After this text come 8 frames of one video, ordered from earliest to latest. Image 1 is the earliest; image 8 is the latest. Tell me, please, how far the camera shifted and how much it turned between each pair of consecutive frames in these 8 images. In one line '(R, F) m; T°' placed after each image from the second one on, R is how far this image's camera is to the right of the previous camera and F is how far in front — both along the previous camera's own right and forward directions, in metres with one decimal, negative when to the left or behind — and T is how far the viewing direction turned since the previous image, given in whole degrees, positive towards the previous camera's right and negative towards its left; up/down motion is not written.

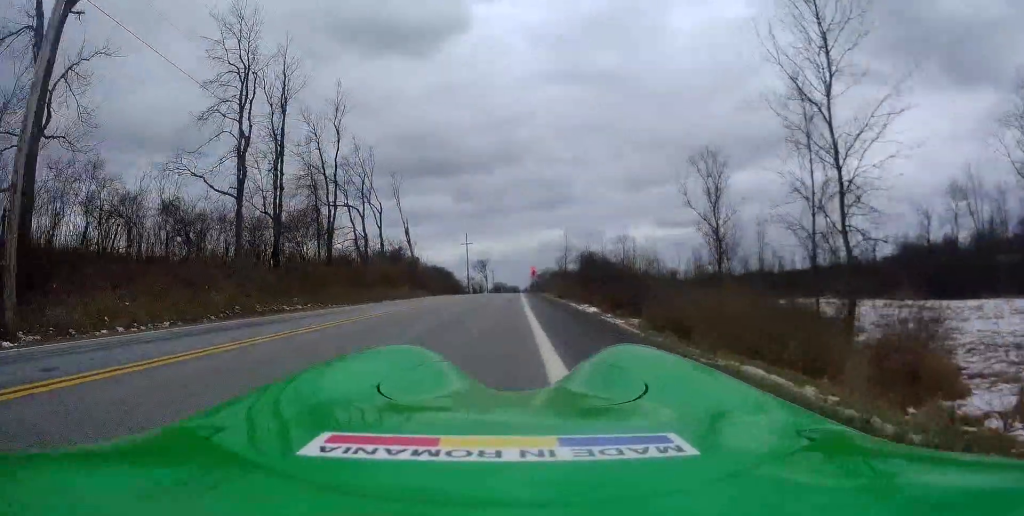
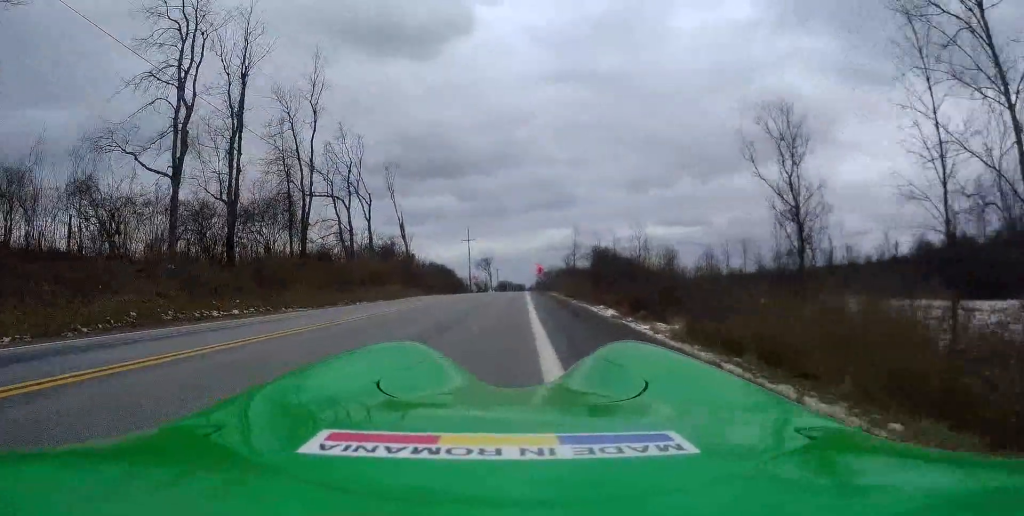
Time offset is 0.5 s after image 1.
(-0.2, +6.8) m; 0°
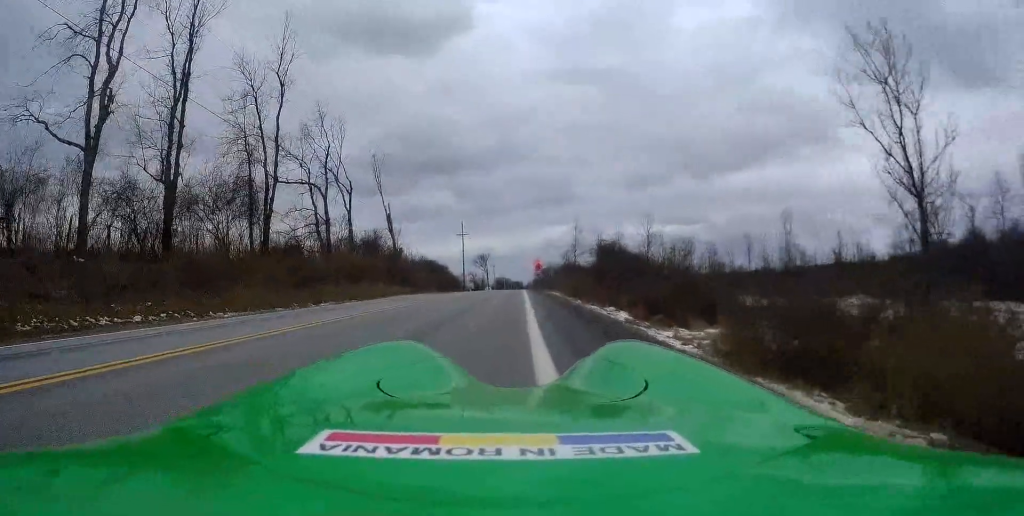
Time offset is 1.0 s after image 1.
(-0.2, +5.8) m; 0°
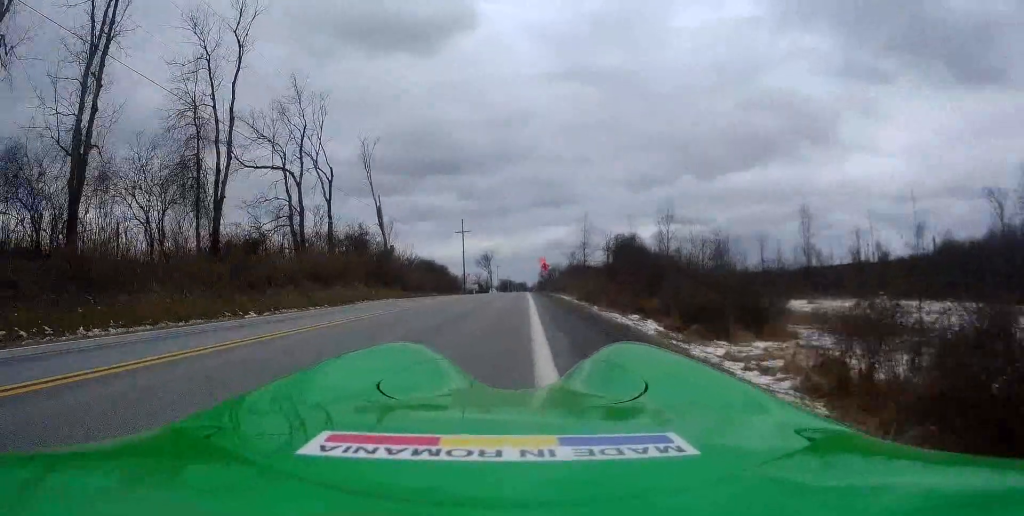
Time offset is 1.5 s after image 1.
(+0.2, +6.8) m; 0°
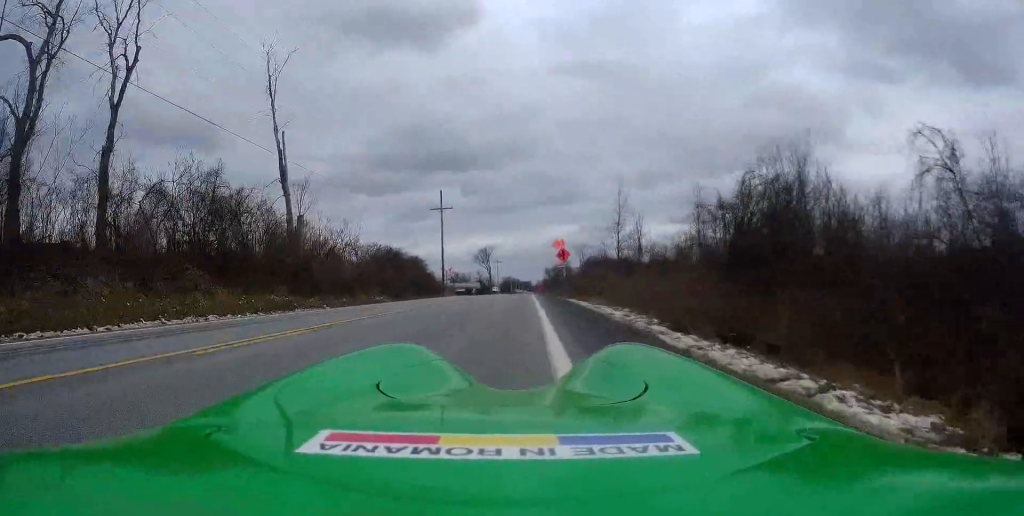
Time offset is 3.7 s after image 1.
(-0.2, +26.5) m; 0°
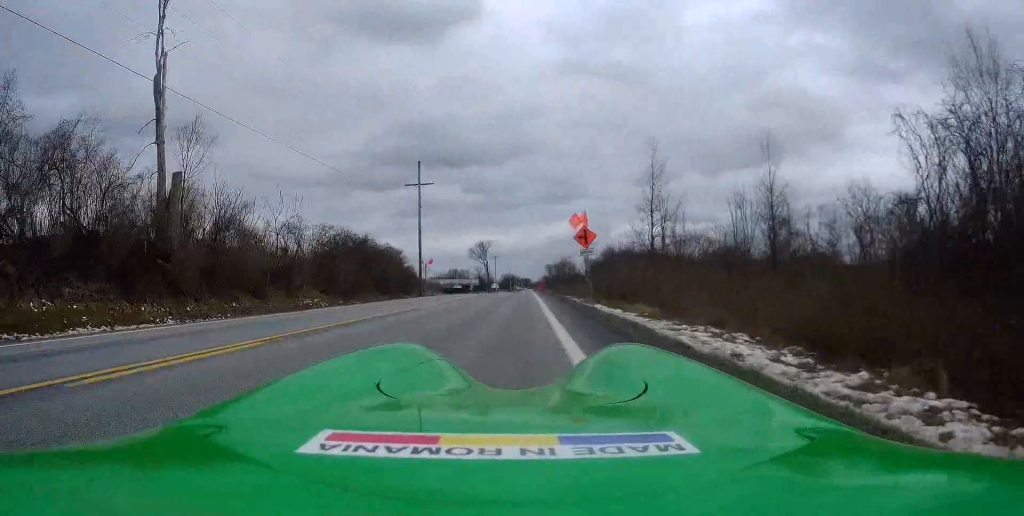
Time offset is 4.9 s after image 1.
(+0.2, +14.1) m; -1°
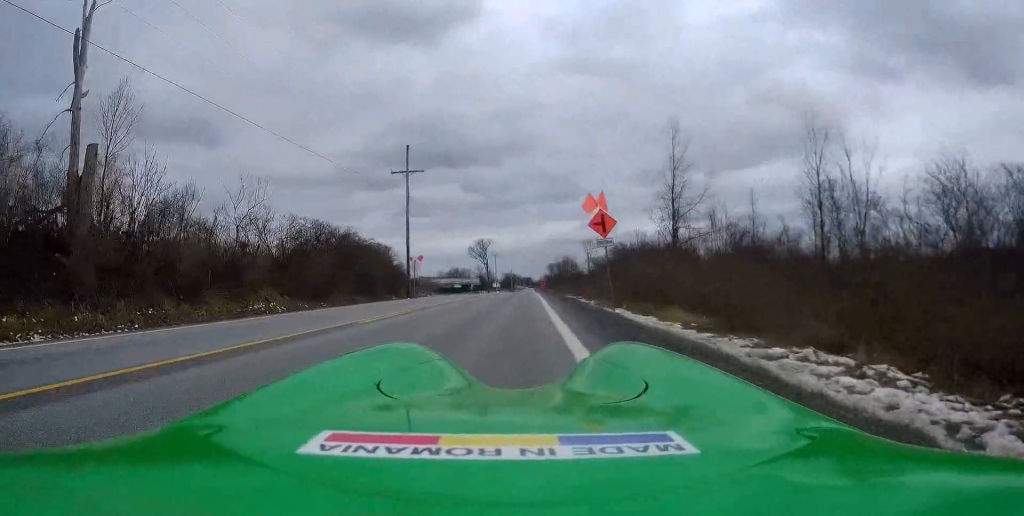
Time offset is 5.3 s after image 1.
(0.0, +5.5) m; 0°
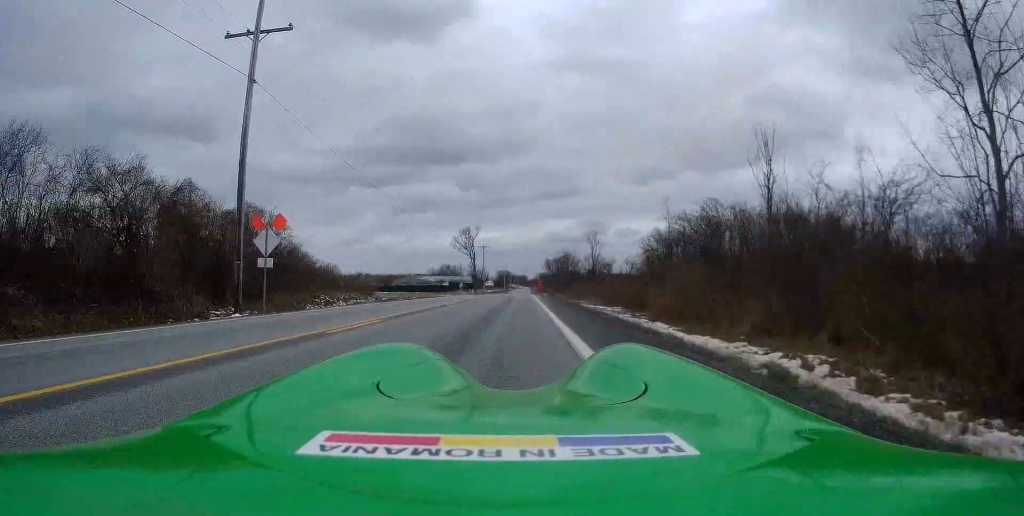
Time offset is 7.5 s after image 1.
(+0.3, +25.6) m; +1°
